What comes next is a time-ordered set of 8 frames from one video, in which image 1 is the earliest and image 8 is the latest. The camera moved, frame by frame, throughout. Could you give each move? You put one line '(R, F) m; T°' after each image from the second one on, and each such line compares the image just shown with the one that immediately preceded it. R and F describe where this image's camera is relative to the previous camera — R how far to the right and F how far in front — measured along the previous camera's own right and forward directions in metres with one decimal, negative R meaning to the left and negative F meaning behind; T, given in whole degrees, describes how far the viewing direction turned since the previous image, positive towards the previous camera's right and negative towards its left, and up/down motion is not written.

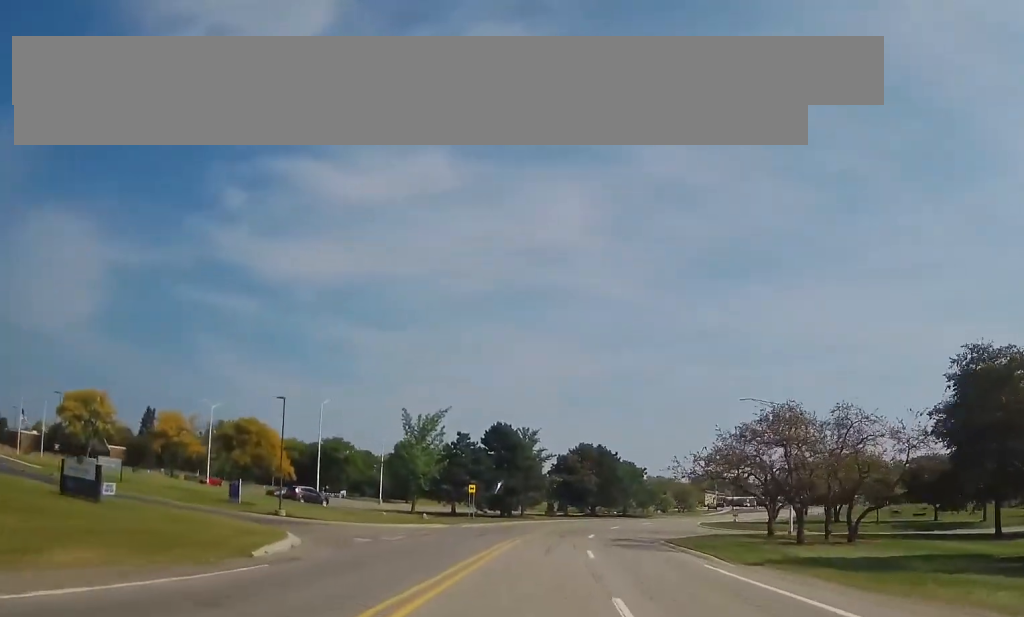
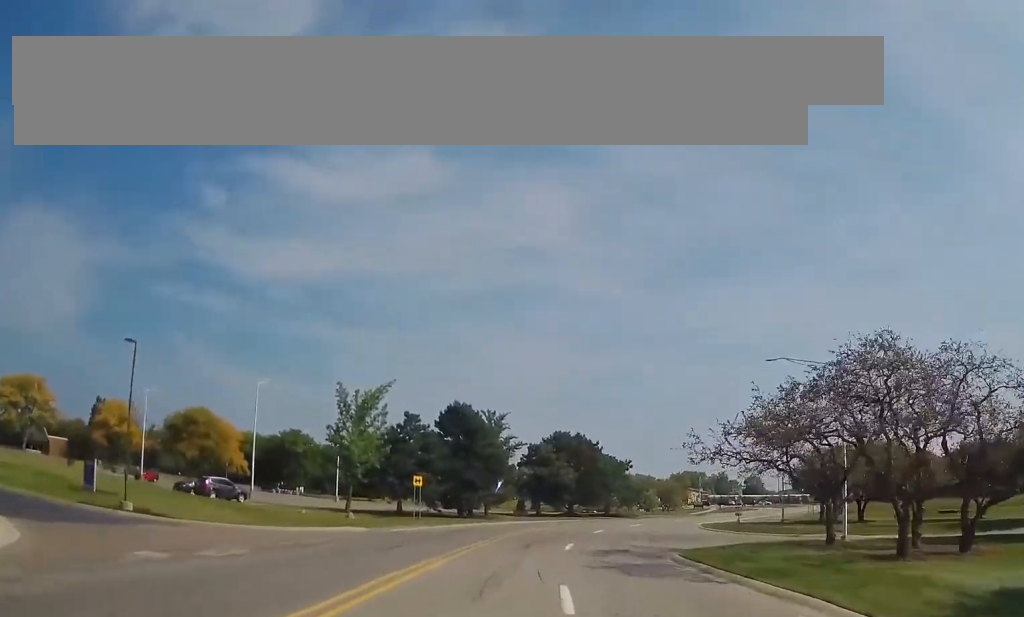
(+0.7, +13.2) m; +5°
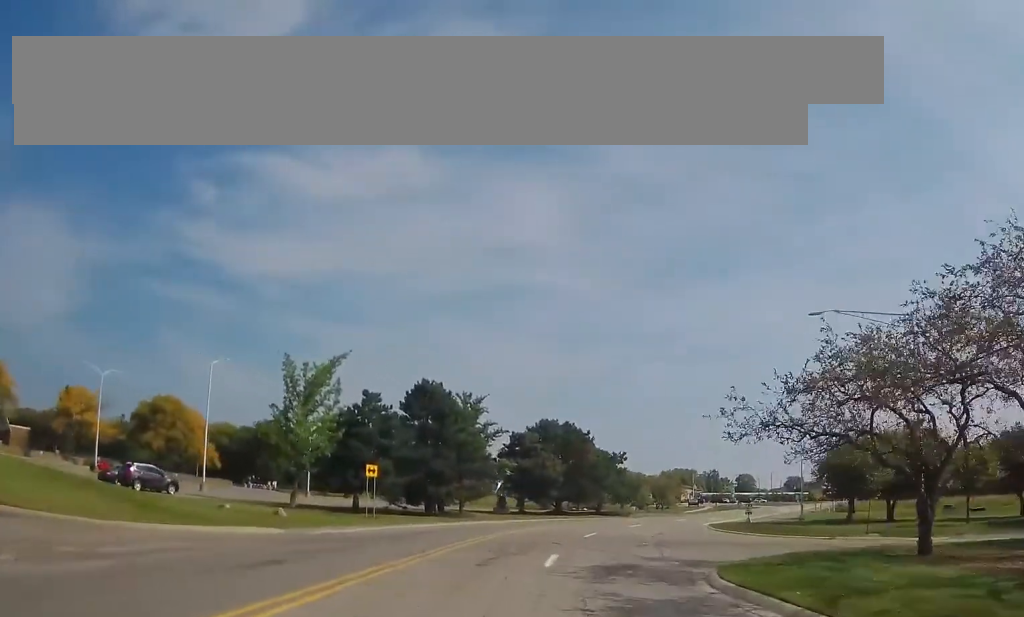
(+0.3, +8.9) m; +3°
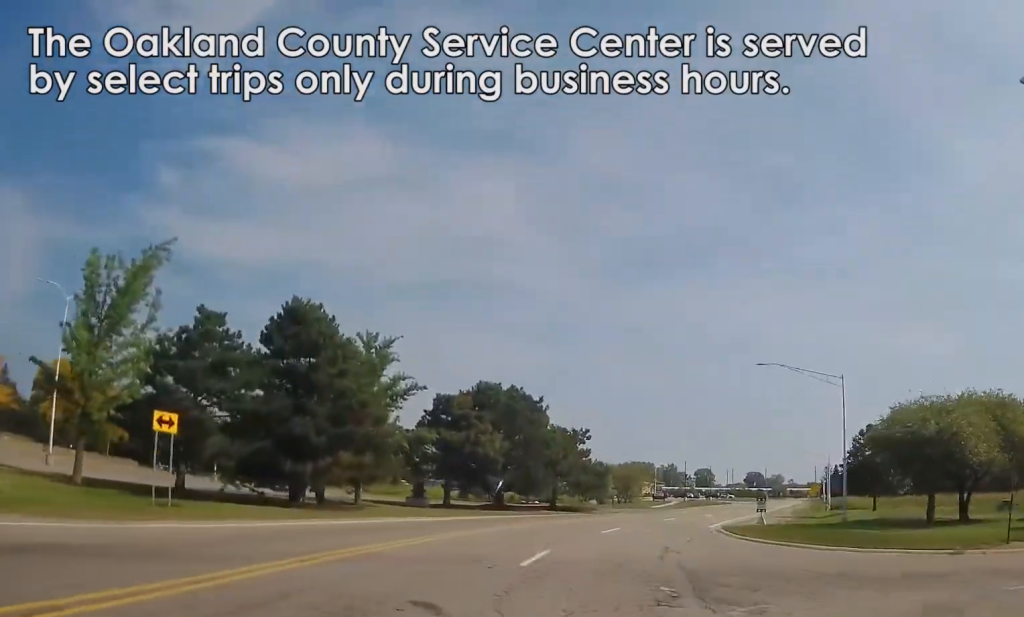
(+0.9, +18.2) m; +6°
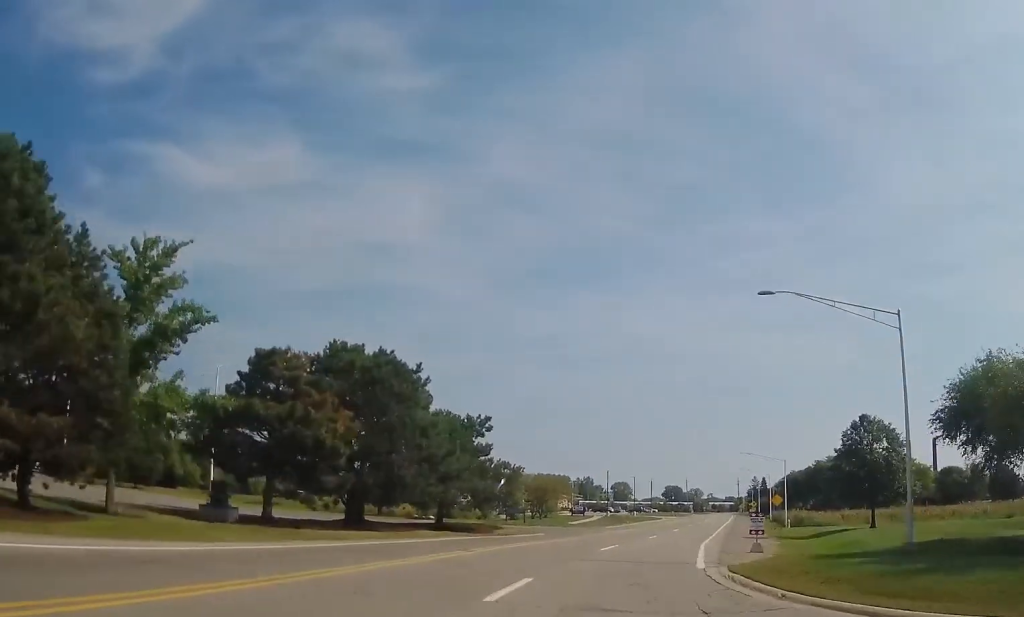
(+0.7, +17.6) m; +5°
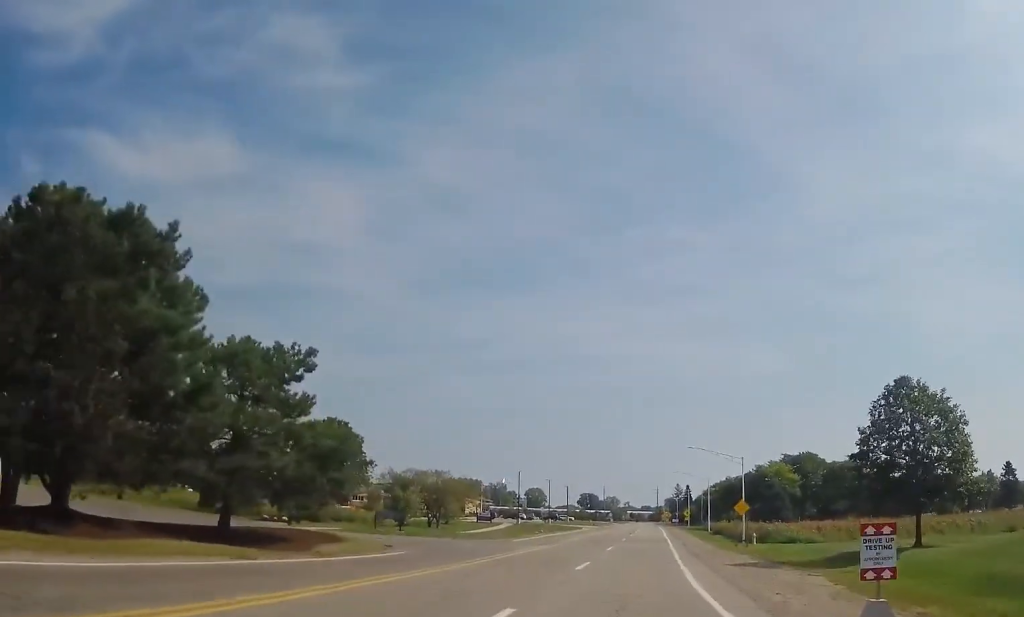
(+0.7, +18.9) m; +4°
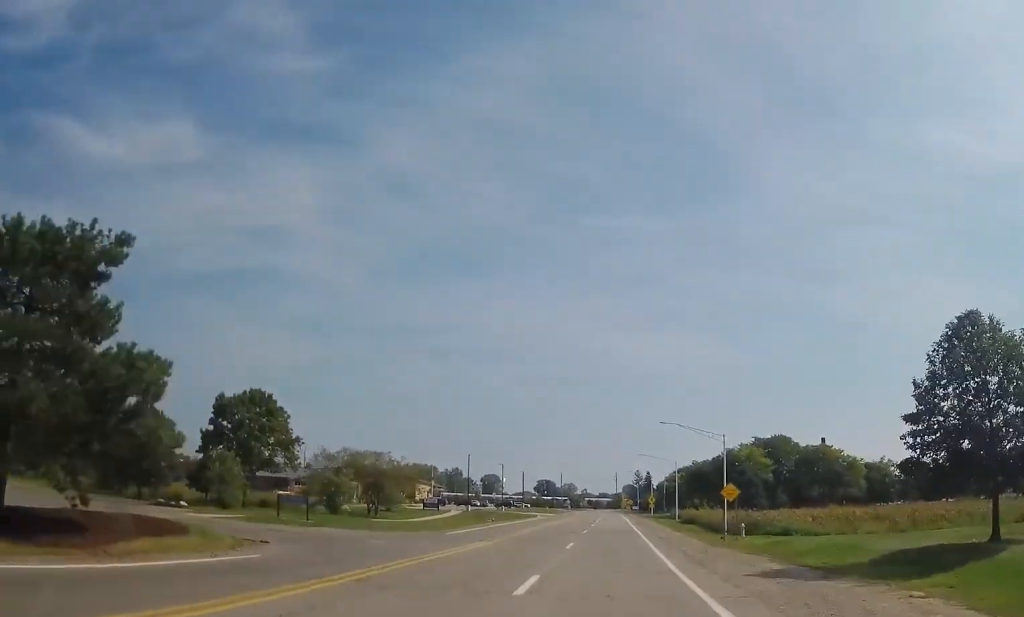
(-0.2, +10.2) m; +3°
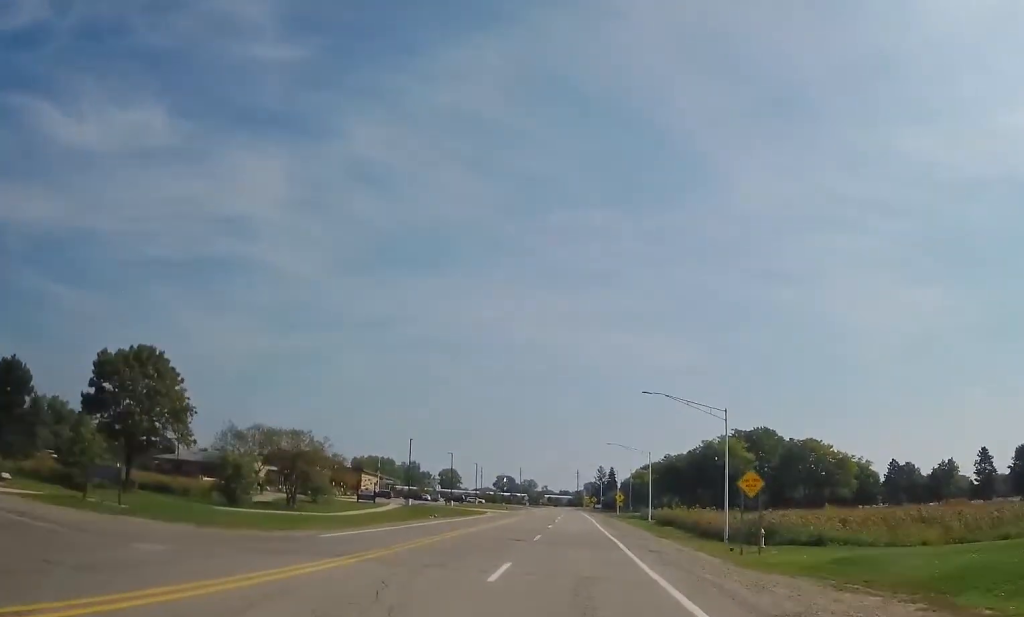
(+1.1, +14.3) m; +7°
